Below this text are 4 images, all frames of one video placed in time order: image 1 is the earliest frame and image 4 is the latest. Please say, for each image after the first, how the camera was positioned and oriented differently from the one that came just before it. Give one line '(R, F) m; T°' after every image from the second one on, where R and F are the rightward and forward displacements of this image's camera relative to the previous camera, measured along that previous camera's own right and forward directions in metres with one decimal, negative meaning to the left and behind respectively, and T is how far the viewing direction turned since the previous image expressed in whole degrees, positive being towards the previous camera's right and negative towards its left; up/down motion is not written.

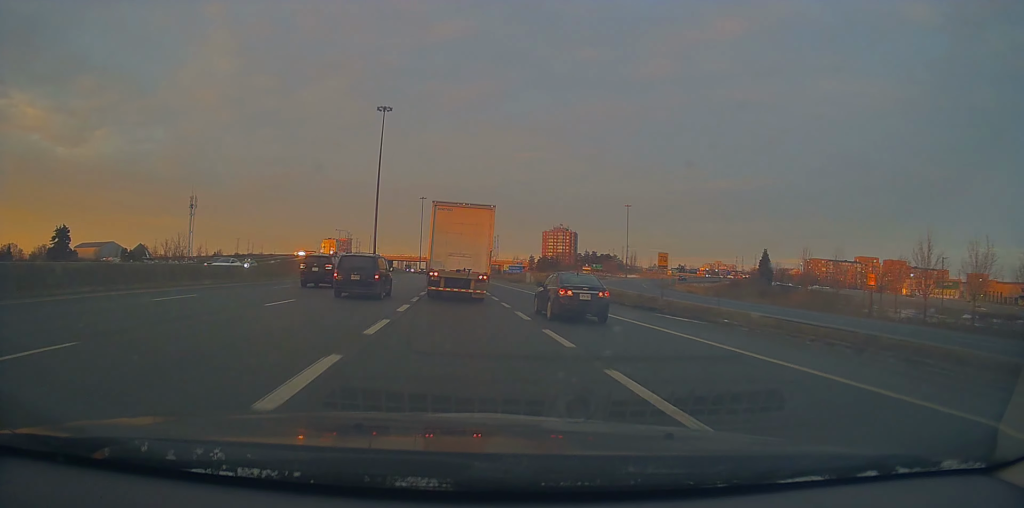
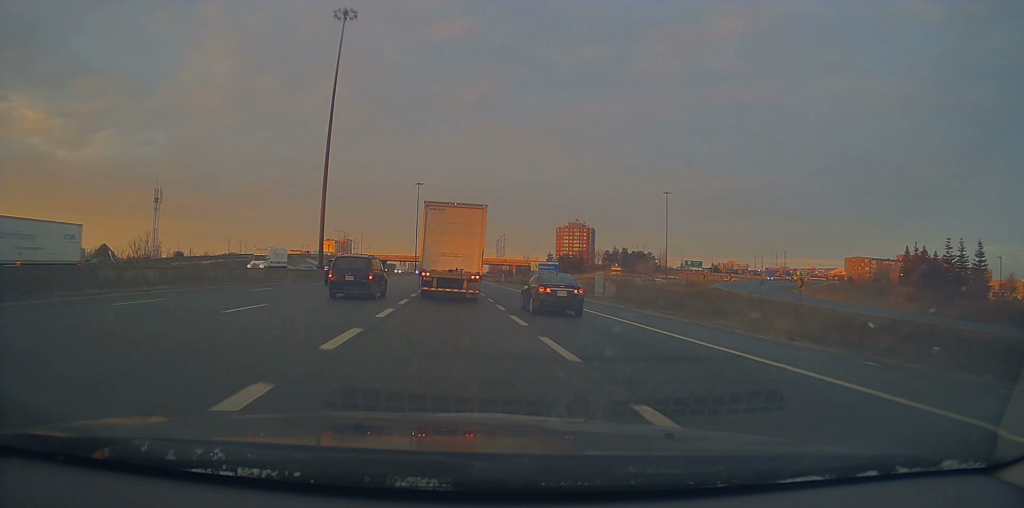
(-0.3, +49.7) m; 0°
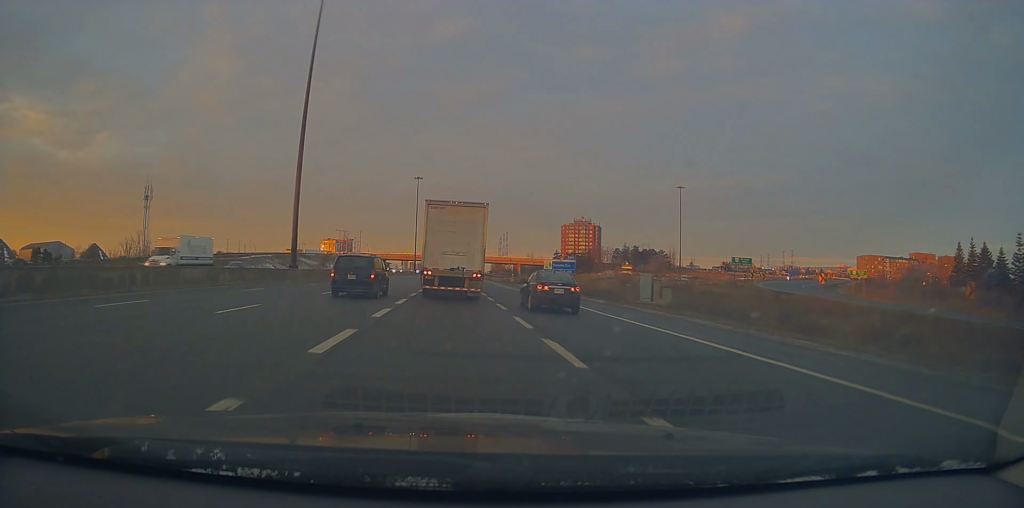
(+0.1, +12.7) m; 0°
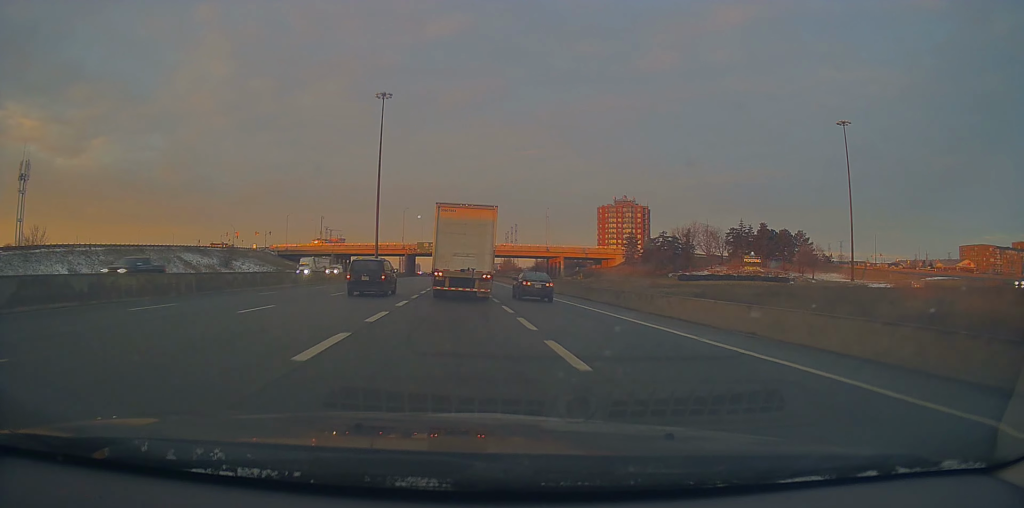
(-2.8, +103.0) m; -2°
